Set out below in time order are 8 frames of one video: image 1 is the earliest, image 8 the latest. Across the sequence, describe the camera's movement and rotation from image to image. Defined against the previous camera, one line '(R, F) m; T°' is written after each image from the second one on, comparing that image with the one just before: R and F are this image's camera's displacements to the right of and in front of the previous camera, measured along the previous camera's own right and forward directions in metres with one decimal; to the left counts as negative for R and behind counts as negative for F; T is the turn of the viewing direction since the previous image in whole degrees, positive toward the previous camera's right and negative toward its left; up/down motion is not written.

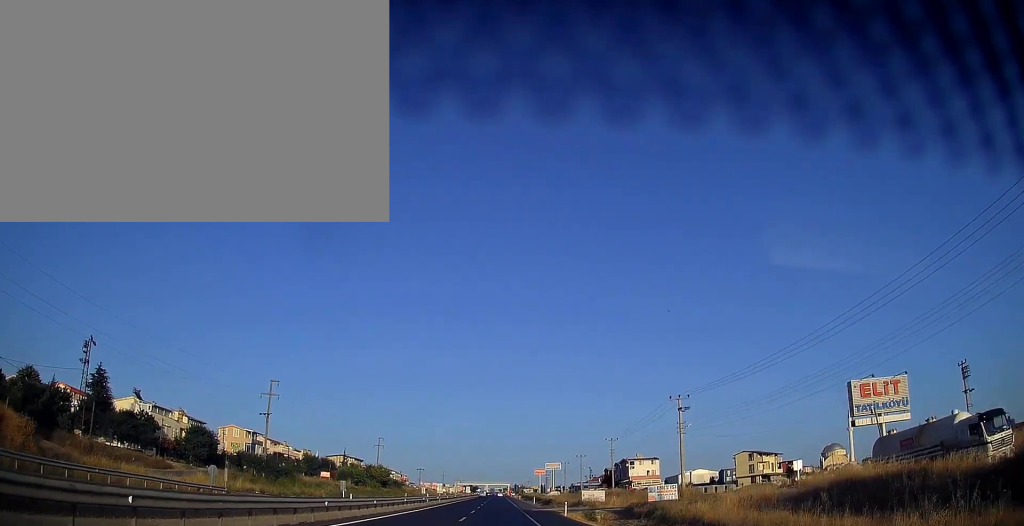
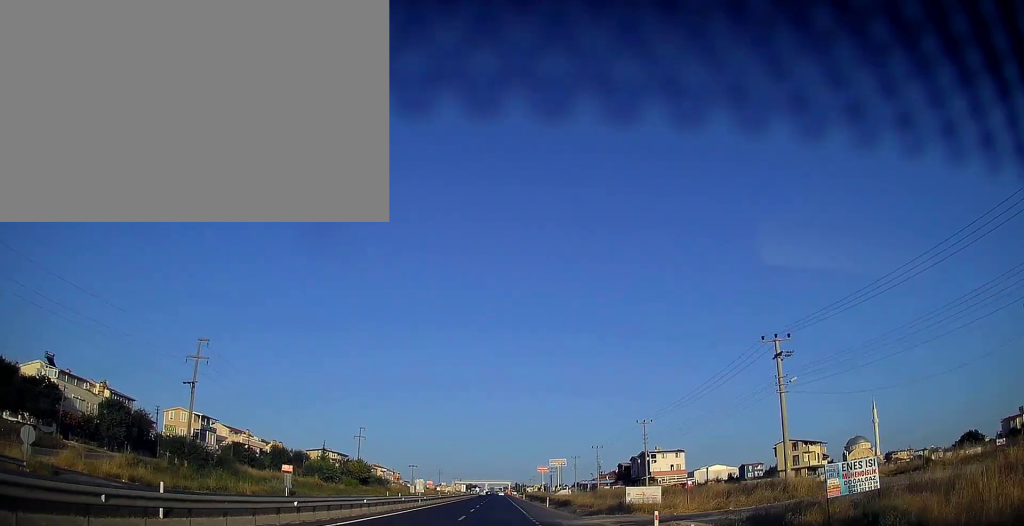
(-0.1, +23.7) m; 0°
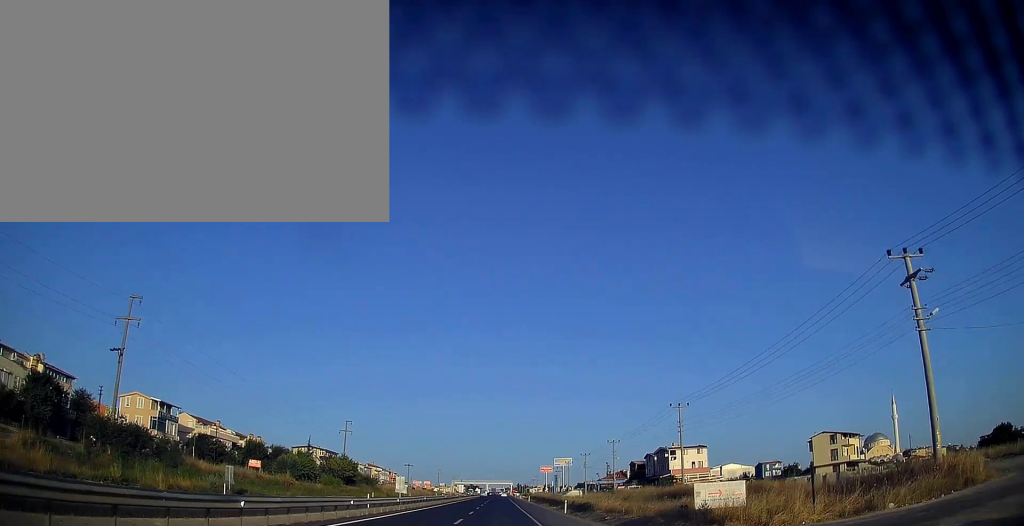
(-0.1, +15.2) m; 0°
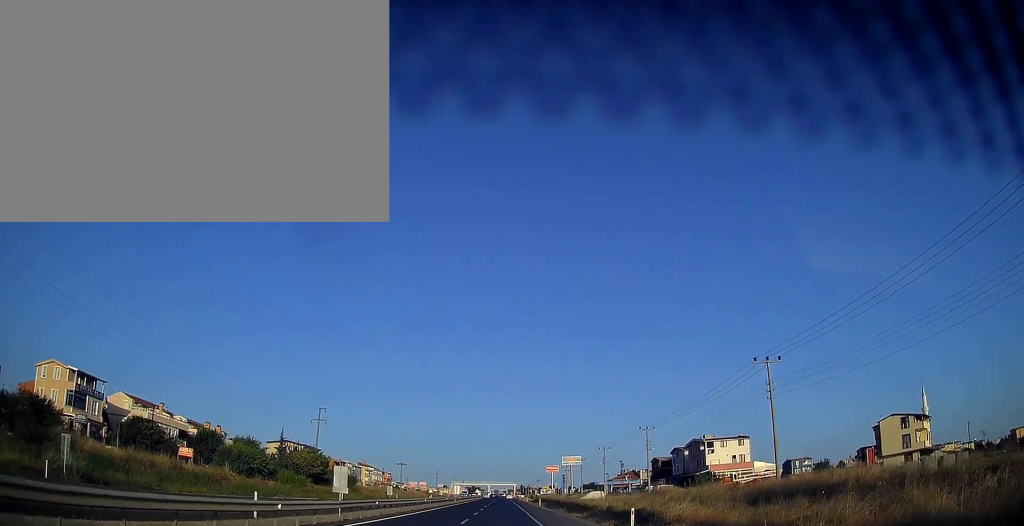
(+0.1, +22.1) m; 0°
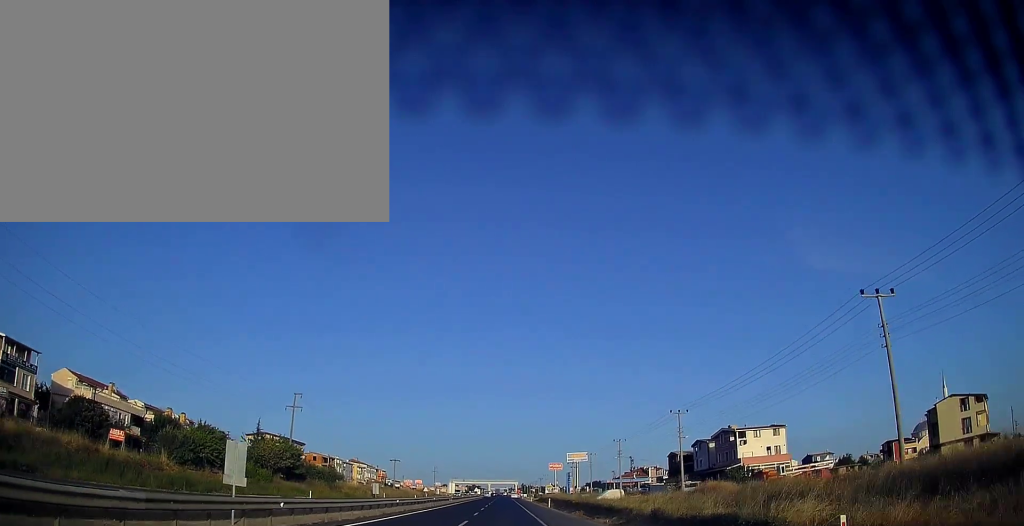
(0.0, +14.5) m; 0°
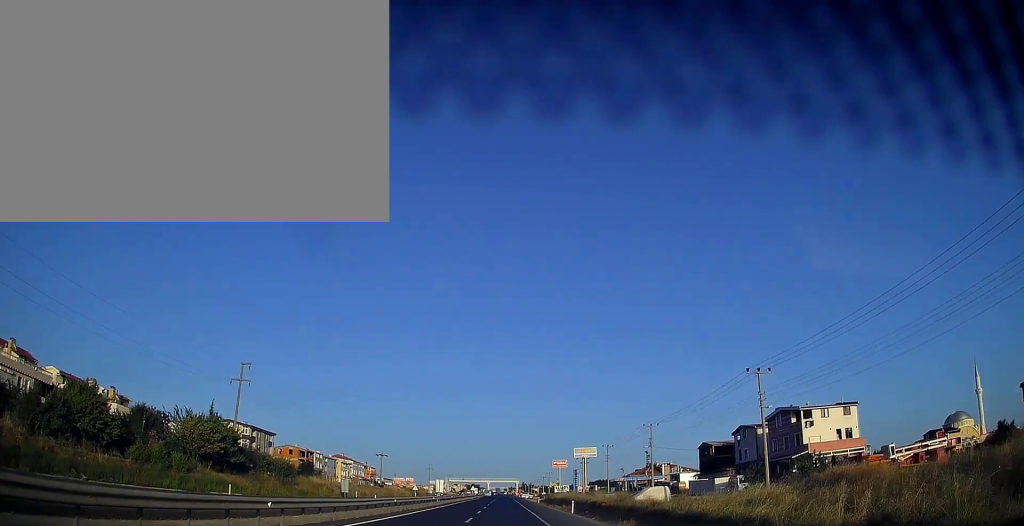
(-0.1, +21.3) m; 0°
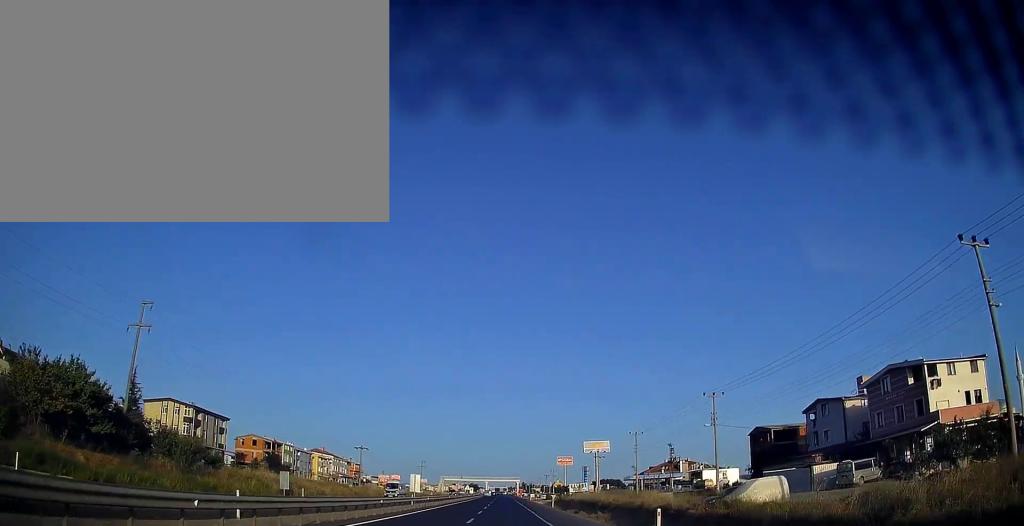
(+0.1, +24.5) m; 0°
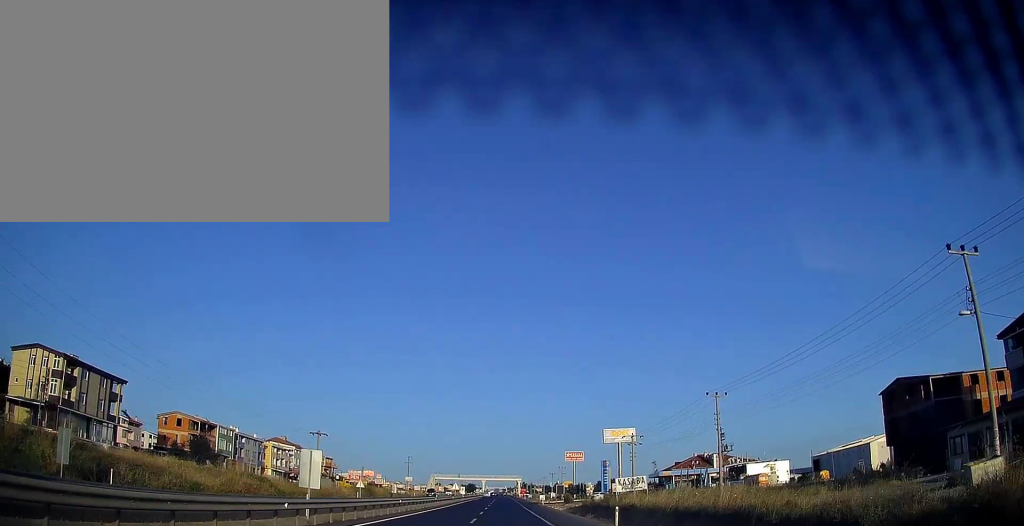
(-0.2, +34.7) m; 0°
